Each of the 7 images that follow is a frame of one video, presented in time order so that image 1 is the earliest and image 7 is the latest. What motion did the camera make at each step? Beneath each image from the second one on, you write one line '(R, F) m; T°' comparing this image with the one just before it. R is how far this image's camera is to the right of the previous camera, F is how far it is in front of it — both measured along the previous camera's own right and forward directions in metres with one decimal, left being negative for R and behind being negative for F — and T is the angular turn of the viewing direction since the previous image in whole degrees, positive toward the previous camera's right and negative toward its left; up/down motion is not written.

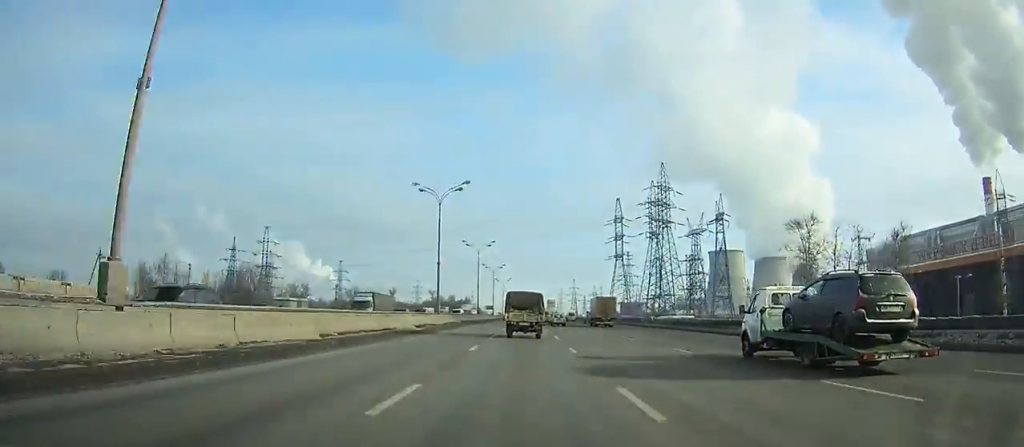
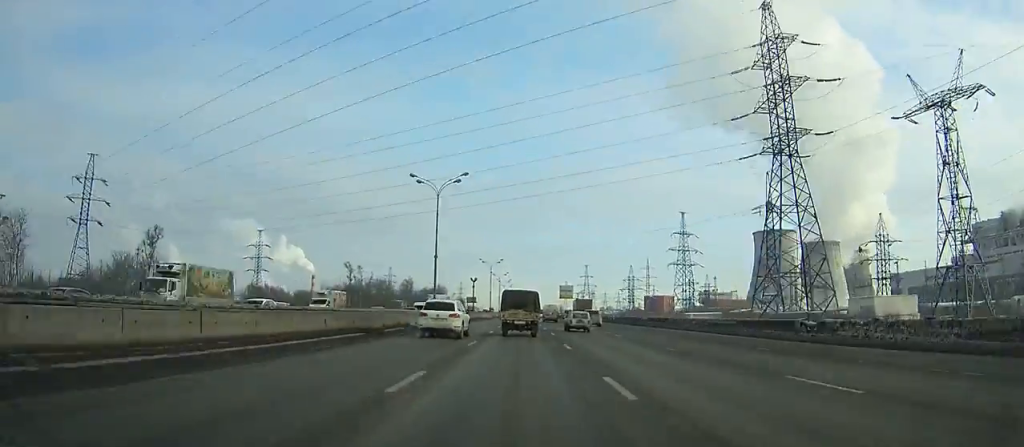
(+0.7, +143.2) m; 0°
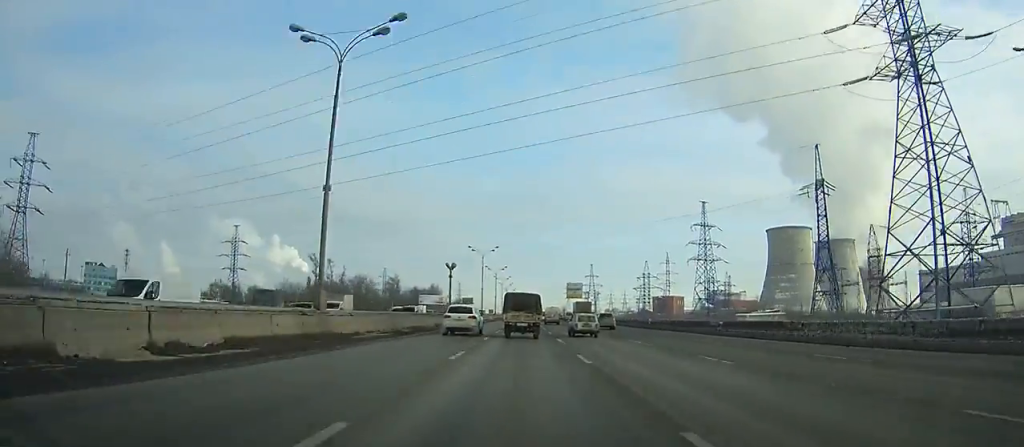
(-0.2, +30.4) m; 0°
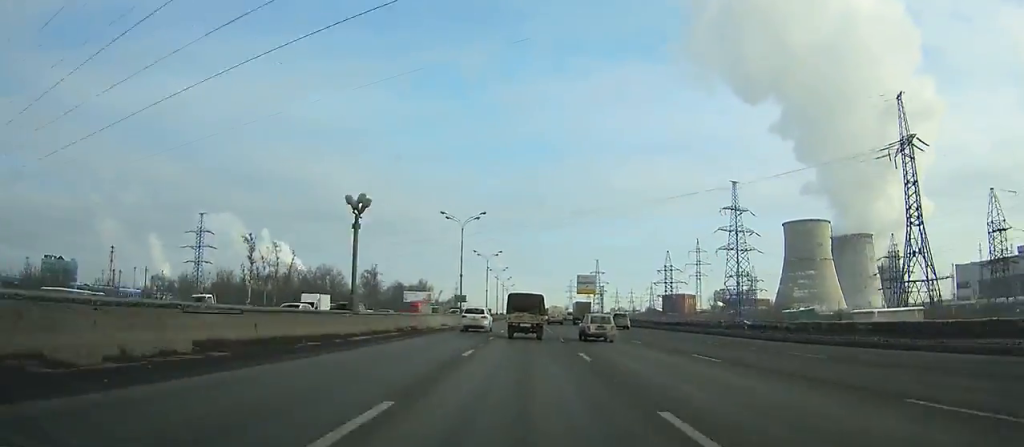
(+0.1, +34.6) m; 0°
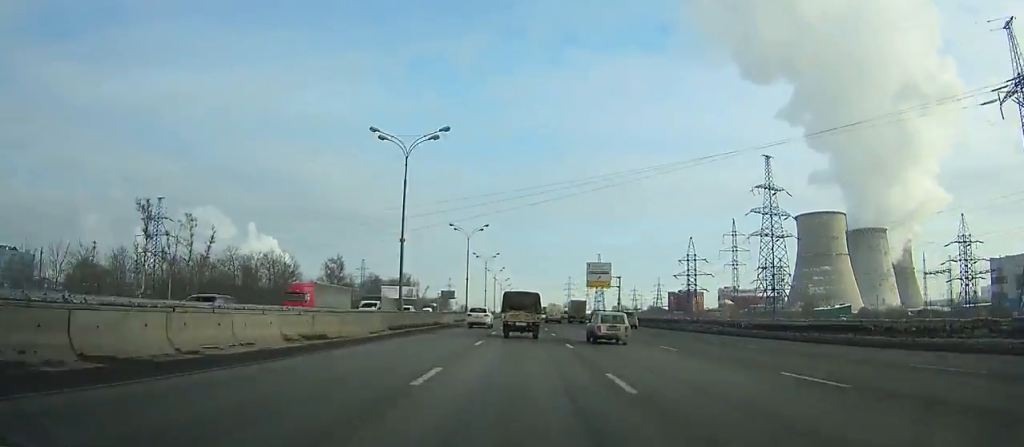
(+0.1, +30.9) m; 0°
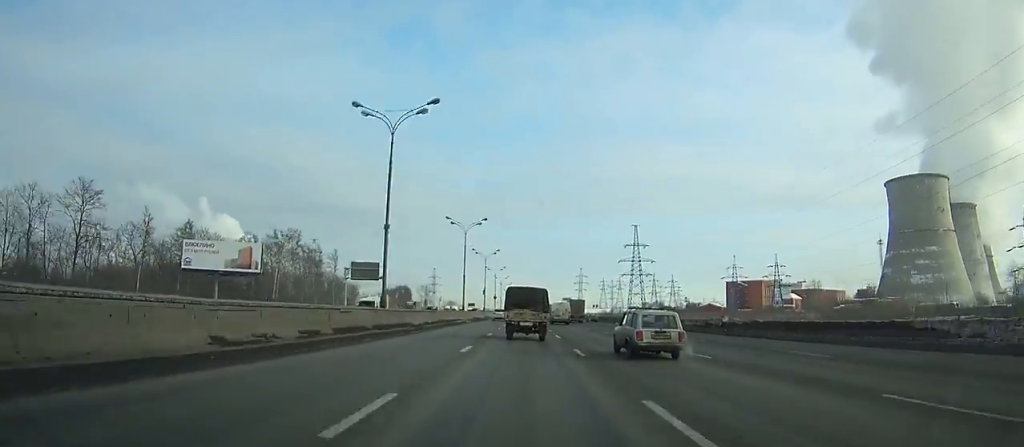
(+0.3, +123.7) m; 0°
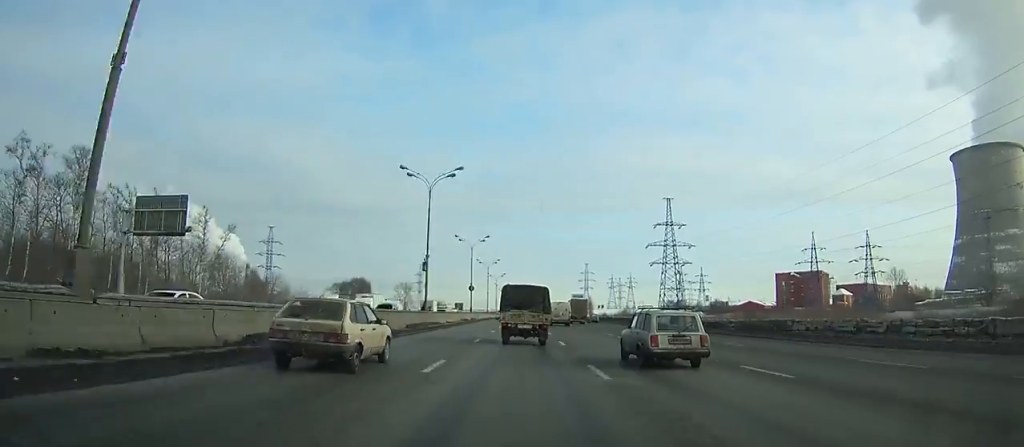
(0.0, +64.8) m; 0°
